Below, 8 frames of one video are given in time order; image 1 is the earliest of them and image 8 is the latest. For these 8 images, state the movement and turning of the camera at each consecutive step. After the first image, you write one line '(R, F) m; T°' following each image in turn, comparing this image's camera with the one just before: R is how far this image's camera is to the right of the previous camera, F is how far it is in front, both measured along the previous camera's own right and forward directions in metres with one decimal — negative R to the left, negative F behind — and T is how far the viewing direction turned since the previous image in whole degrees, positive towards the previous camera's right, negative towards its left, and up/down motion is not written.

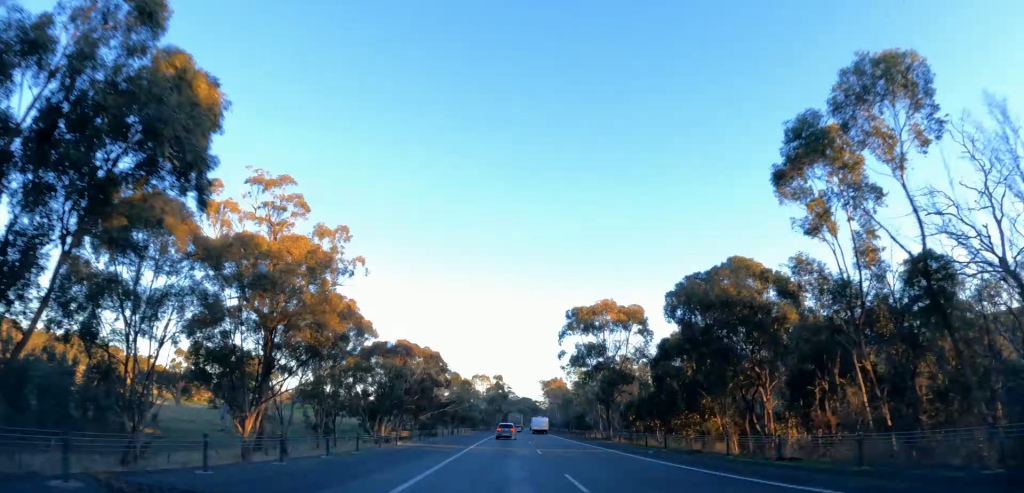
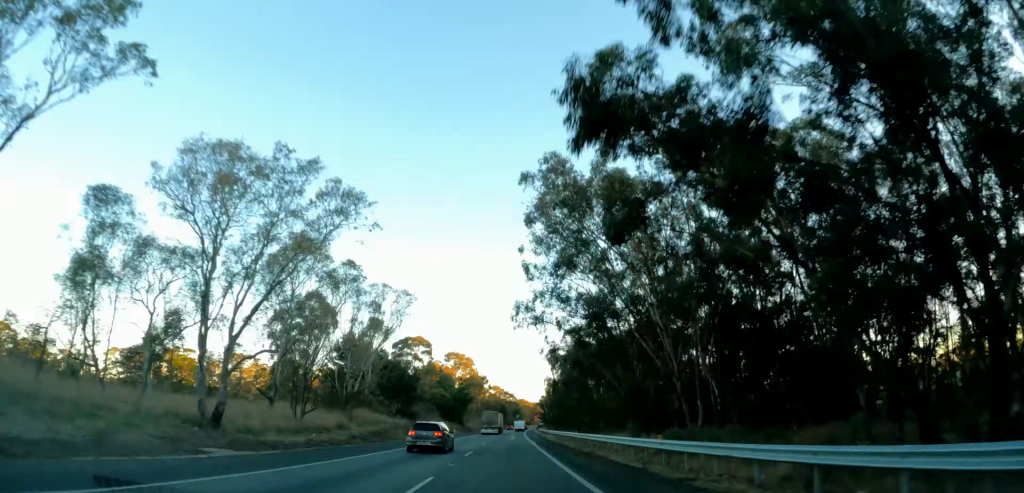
(0.0, +36.8) m; 0°
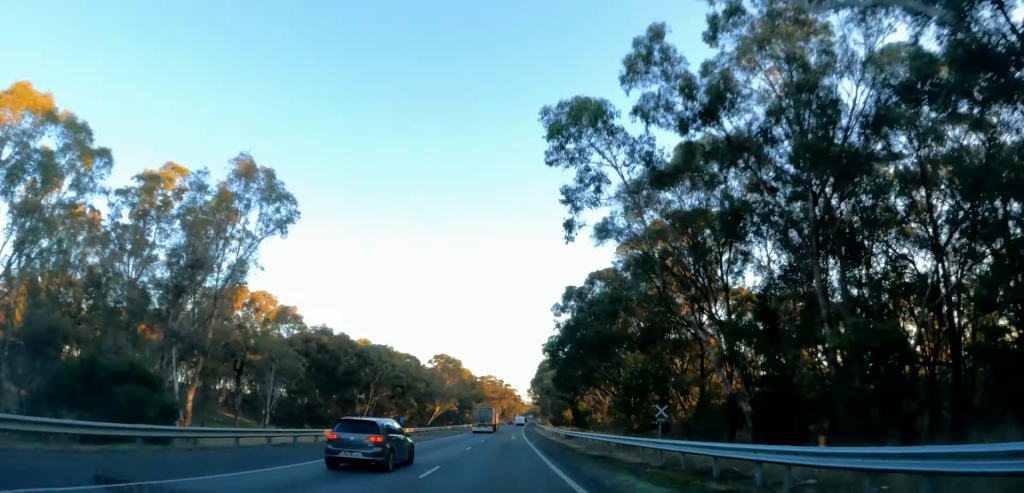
(0.0, +17.0) m; 0°
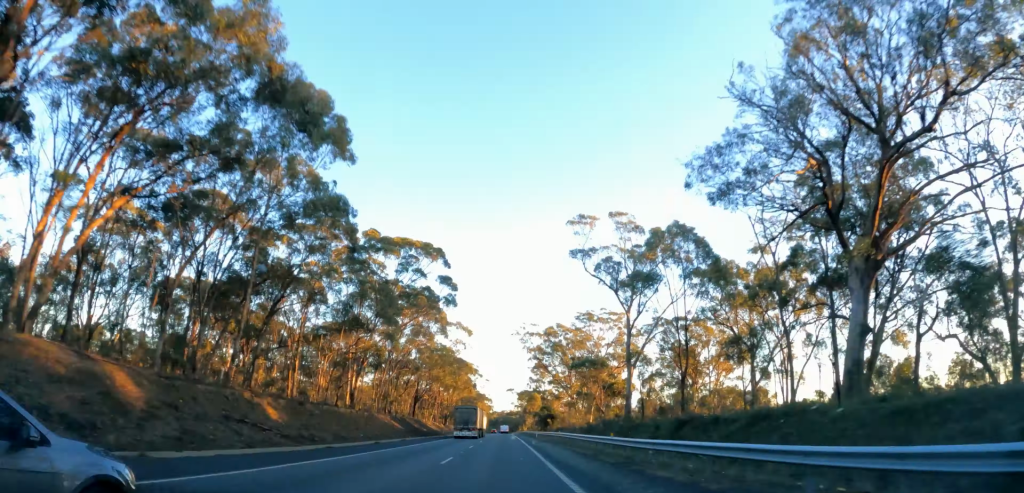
(+0.1, +17.2) m; -1°
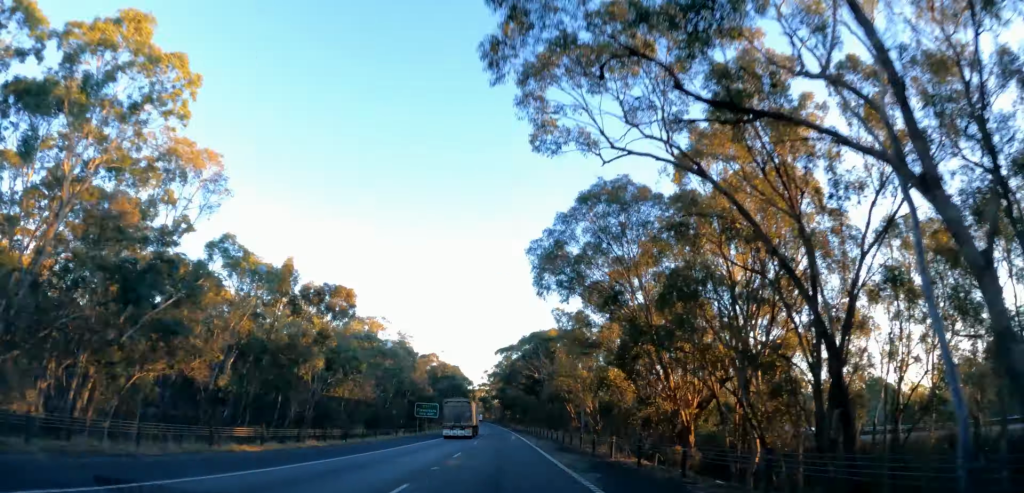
(-0.2, +22.6) m; 0°
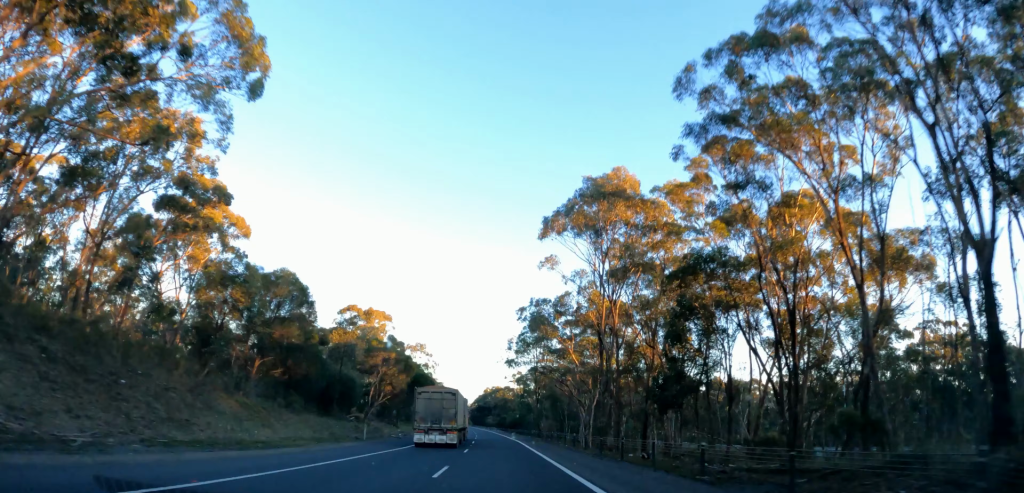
(-0.1, +25.8) m; +1°
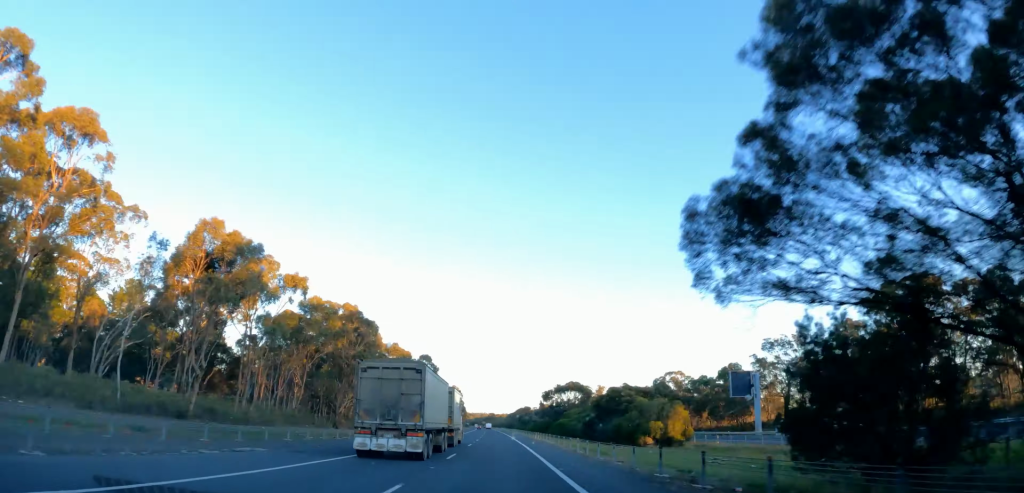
(+0.2, +22.7) m; +1°
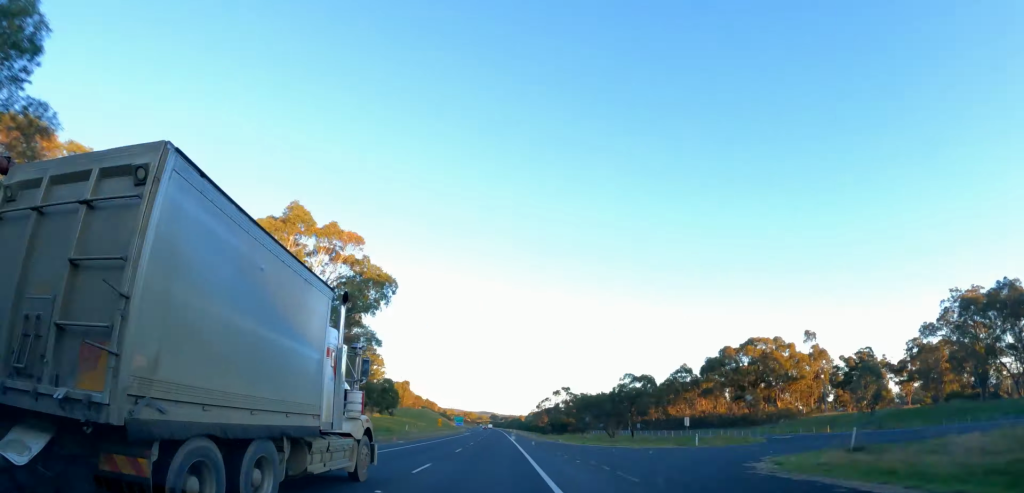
(+0.1, +50.4) m; -2°
